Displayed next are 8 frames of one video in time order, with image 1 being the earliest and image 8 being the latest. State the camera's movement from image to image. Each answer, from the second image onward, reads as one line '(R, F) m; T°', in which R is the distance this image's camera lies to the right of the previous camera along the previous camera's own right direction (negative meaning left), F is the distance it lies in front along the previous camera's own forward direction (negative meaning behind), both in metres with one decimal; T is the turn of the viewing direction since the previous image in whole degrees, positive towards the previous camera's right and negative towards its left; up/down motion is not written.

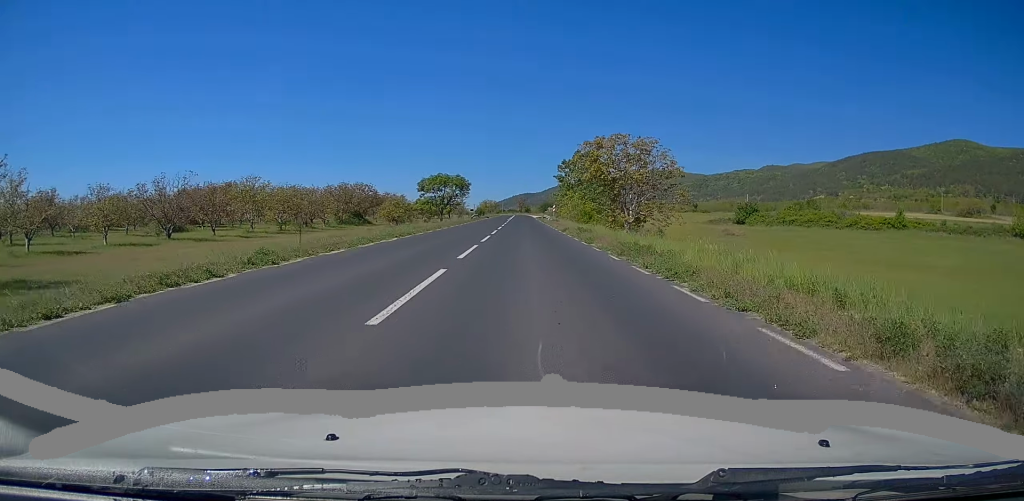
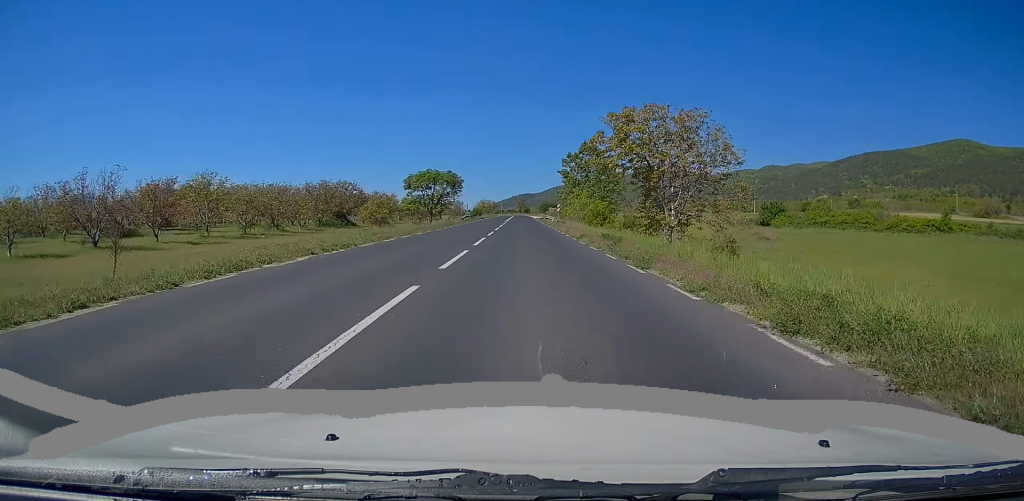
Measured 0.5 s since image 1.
(-0.1, +11.7) m; 0°
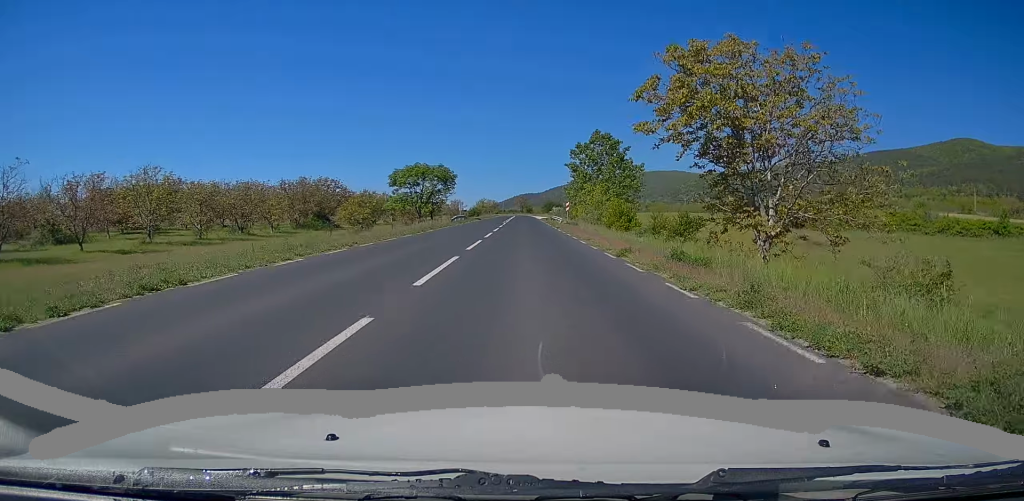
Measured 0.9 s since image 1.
(-0.2, +11.8) m; 0°
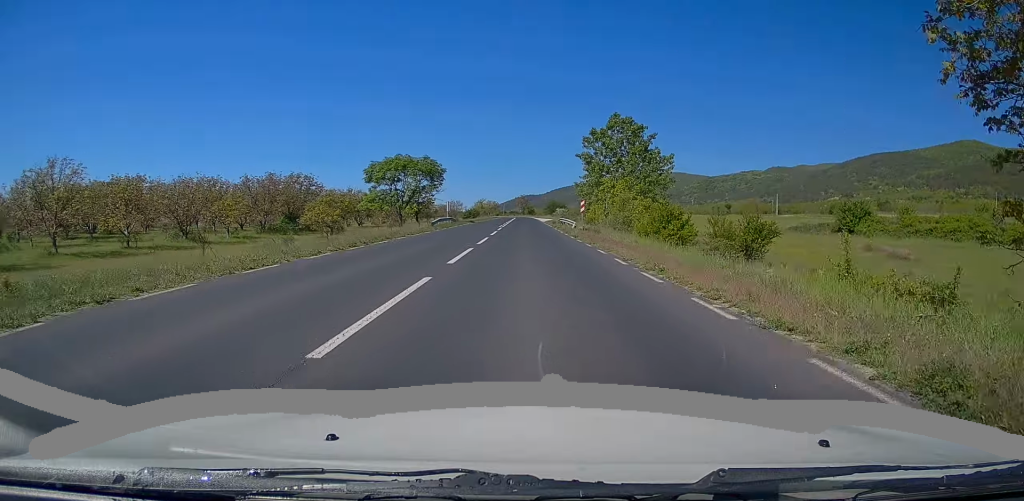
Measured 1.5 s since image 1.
(0.0, +13.5) m; 0°
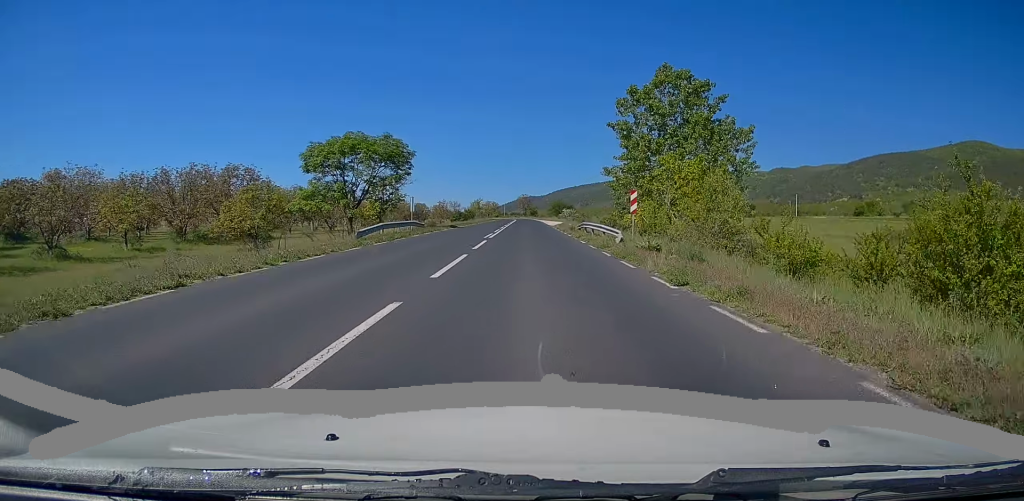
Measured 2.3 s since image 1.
(+0.3, +20.4) m; +1°
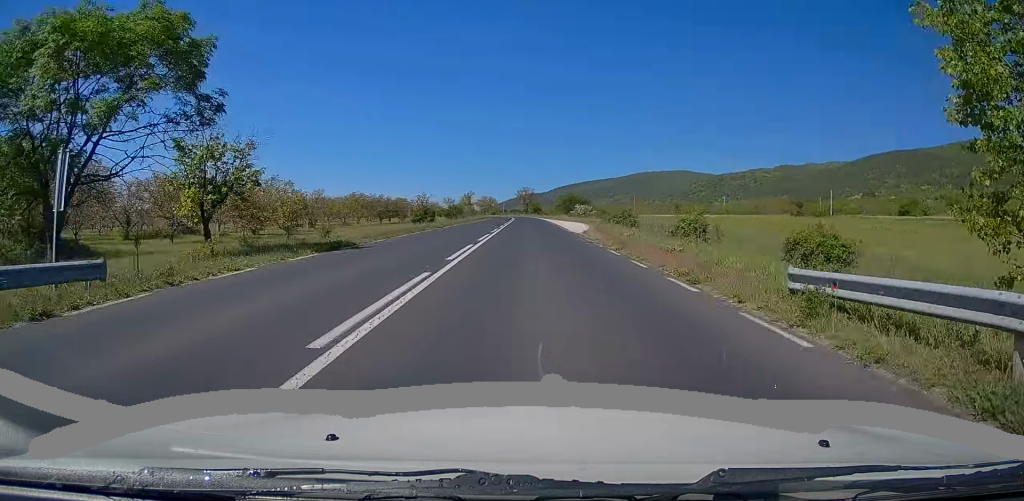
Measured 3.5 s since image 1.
(-0.3, +32.3) m; -1°
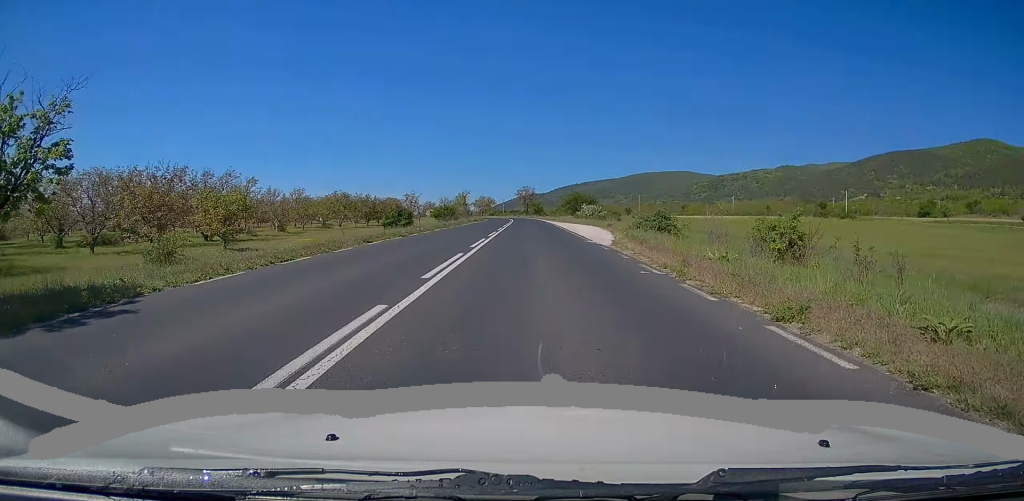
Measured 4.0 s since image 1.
(-0.2, +12.6) m; 0°
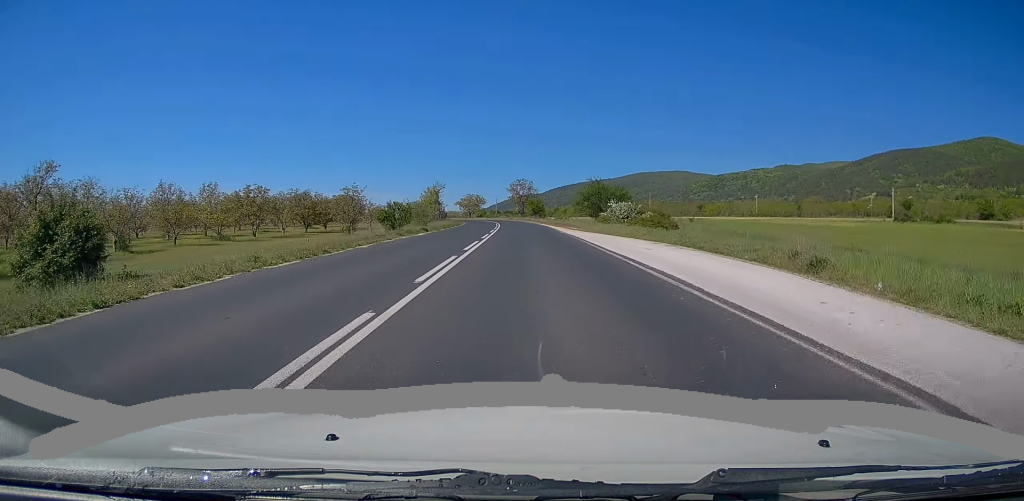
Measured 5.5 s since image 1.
(+0.2, +35.9) m; 0°
